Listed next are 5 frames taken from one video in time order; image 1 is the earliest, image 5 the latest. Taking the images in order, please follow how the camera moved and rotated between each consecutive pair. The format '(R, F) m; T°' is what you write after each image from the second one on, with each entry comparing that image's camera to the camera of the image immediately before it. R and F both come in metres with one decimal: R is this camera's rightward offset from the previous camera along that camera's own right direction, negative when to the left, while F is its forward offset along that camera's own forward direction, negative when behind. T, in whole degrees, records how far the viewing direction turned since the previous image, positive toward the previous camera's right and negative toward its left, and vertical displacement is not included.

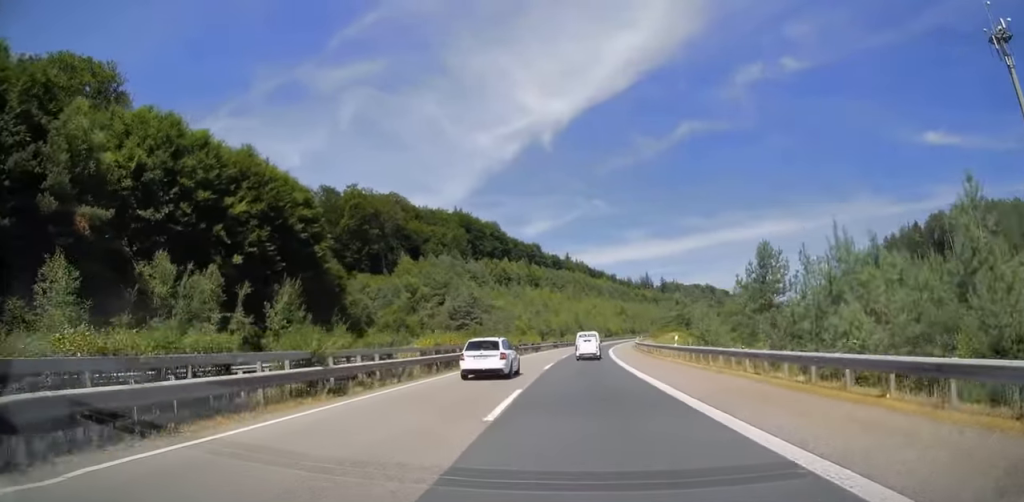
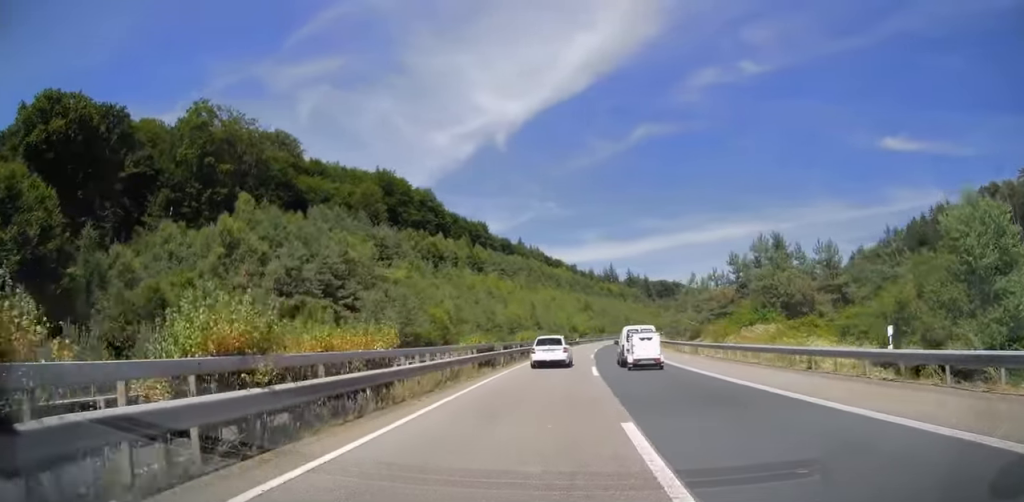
(+0.8, +60.8) m; +2°
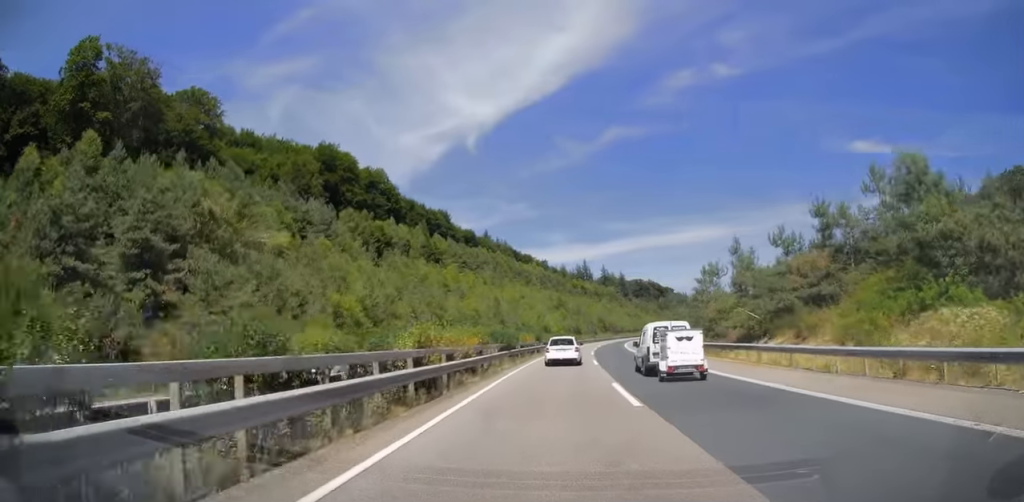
(+0.5, +27.8) m; +2°
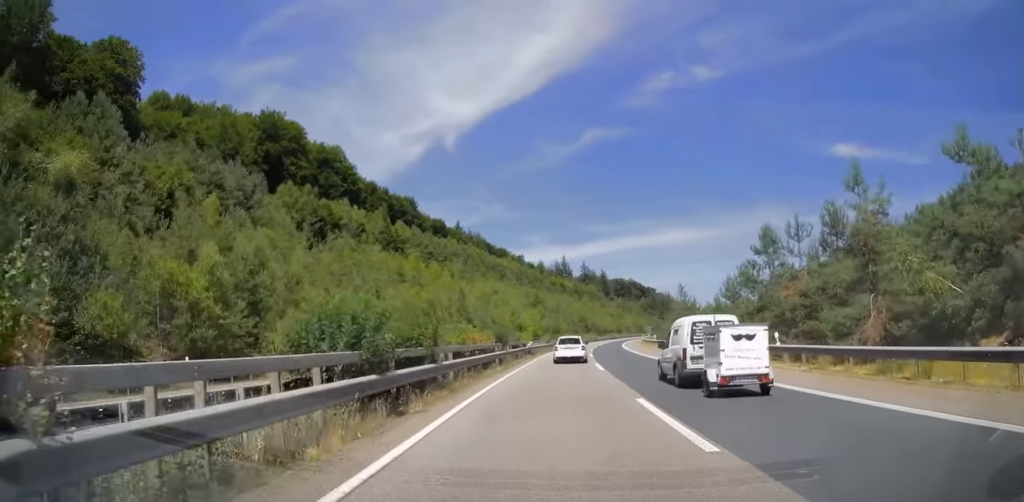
(+0.4, +23.3) m; +2°
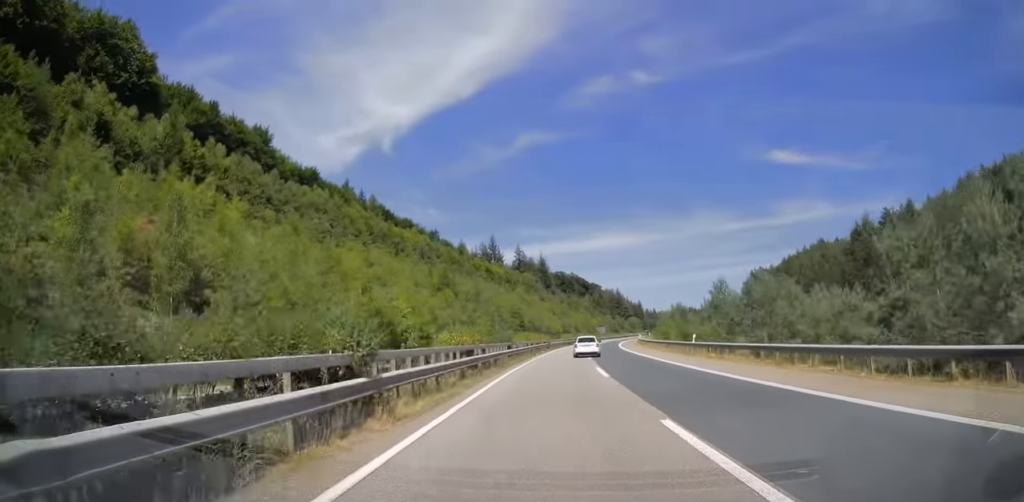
(+5.1, +76.7) m; +7°
